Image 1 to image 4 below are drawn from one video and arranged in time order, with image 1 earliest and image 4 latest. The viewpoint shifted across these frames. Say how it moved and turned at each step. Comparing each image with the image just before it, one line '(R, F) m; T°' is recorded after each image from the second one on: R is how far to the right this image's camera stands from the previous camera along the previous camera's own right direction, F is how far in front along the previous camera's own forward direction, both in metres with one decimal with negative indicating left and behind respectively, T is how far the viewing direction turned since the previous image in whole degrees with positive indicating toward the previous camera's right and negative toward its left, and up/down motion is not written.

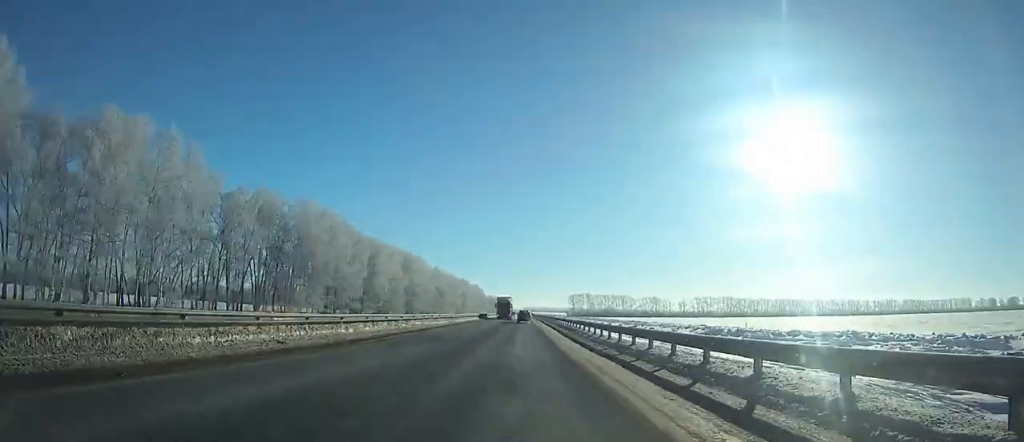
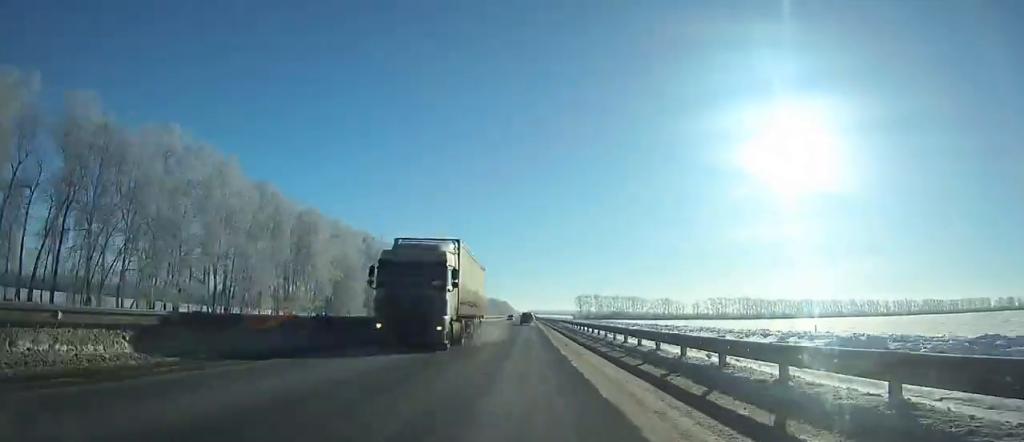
(-0.1, +39.1) m; 0°
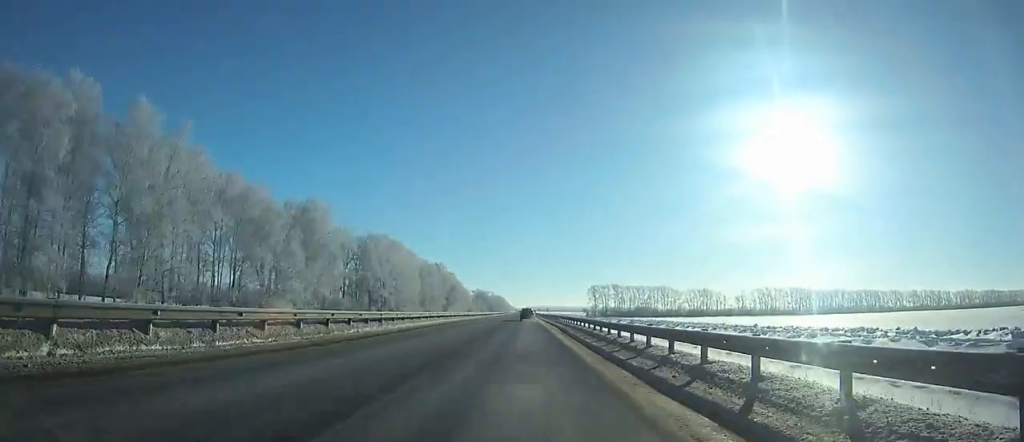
(-0.2, +131.4) m; 0°
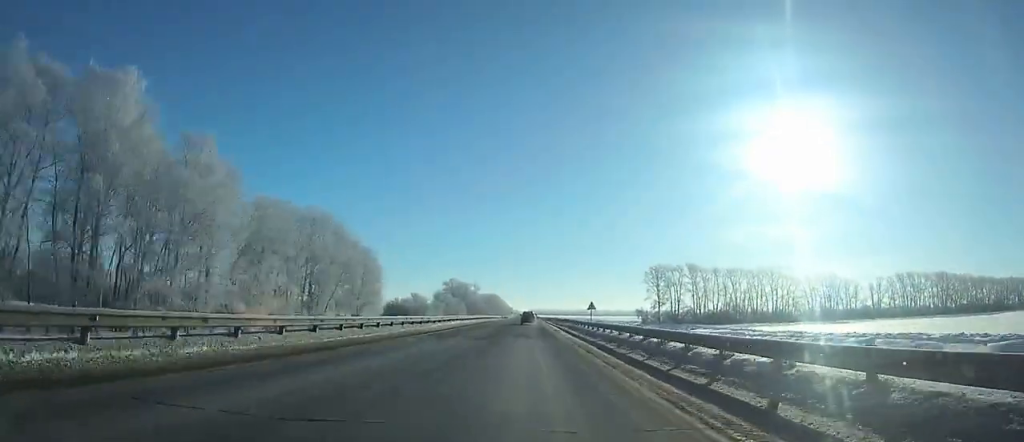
(-0.1, +193.3) m; 0°
